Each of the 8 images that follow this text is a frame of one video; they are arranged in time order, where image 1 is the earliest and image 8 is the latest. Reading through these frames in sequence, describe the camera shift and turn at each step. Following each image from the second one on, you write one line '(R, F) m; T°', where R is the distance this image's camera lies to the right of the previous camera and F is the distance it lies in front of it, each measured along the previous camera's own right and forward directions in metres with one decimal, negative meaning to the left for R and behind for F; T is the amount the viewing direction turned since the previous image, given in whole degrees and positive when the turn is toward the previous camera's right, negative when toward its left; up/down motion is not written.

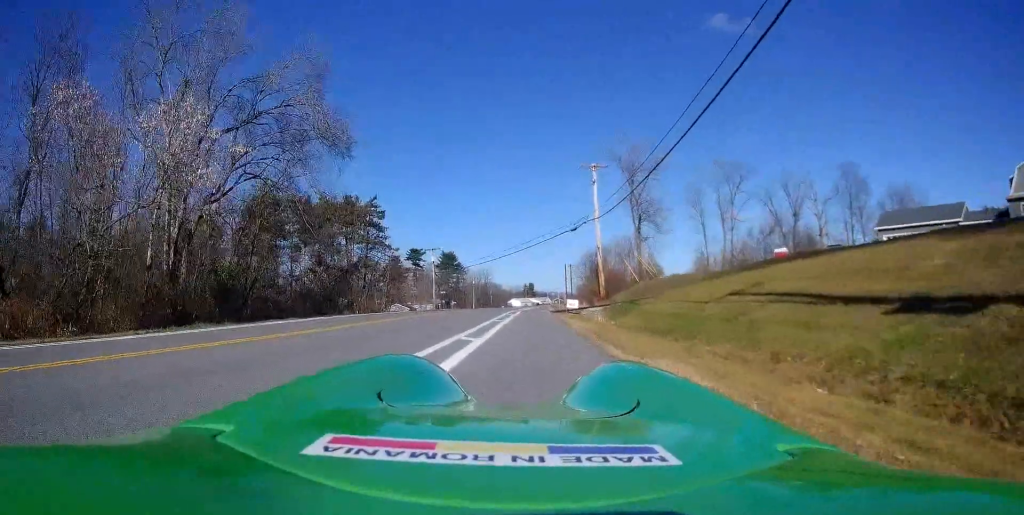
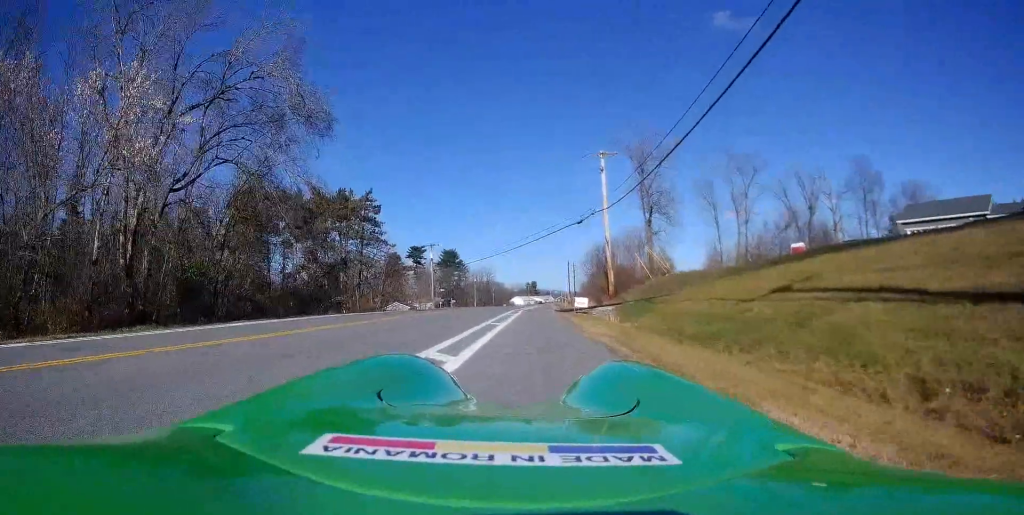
(-0.2, +3.9) m; -3°
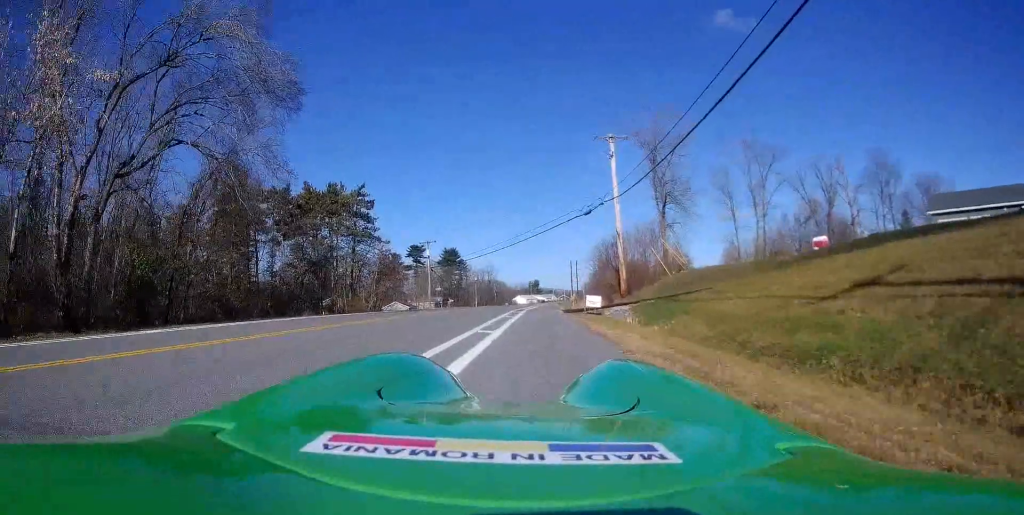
(-0.2, +4.6) m; 0°
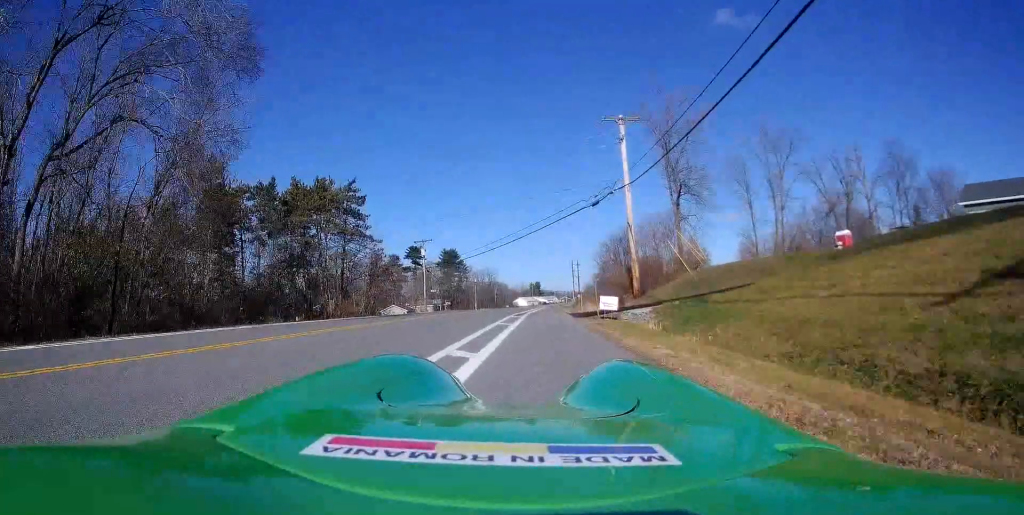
(+0.3, +4.4) m; +3°
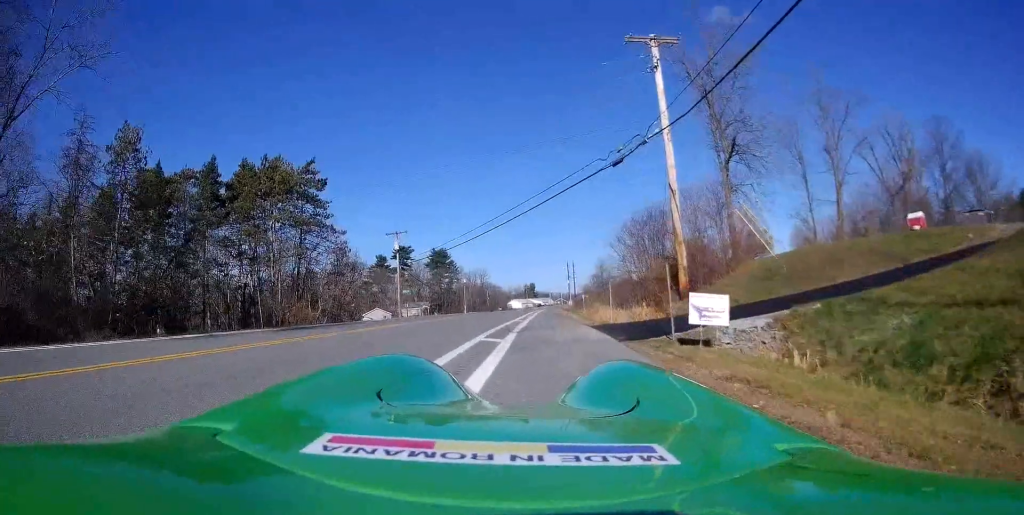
(+1.0, +12.5) m; +9°
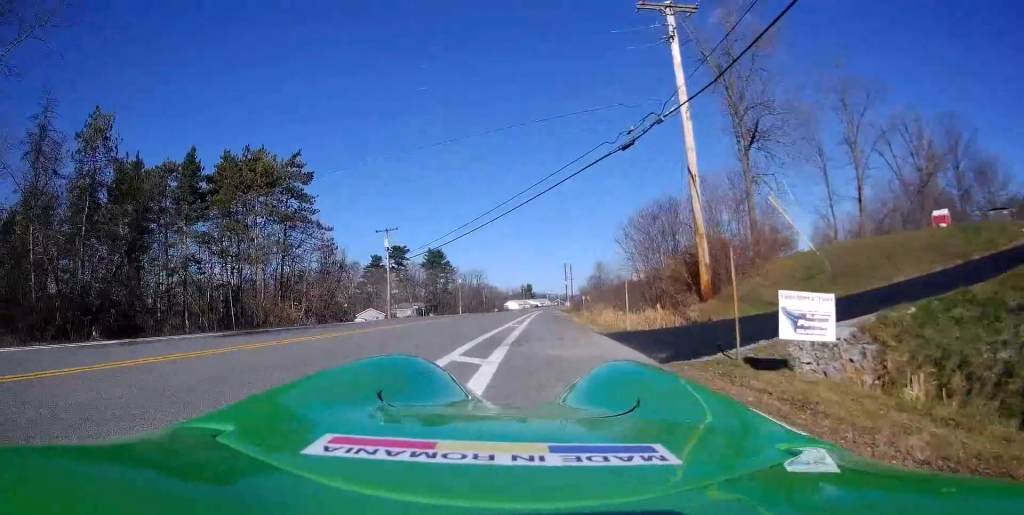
(0.0, +3.3) m; 0°
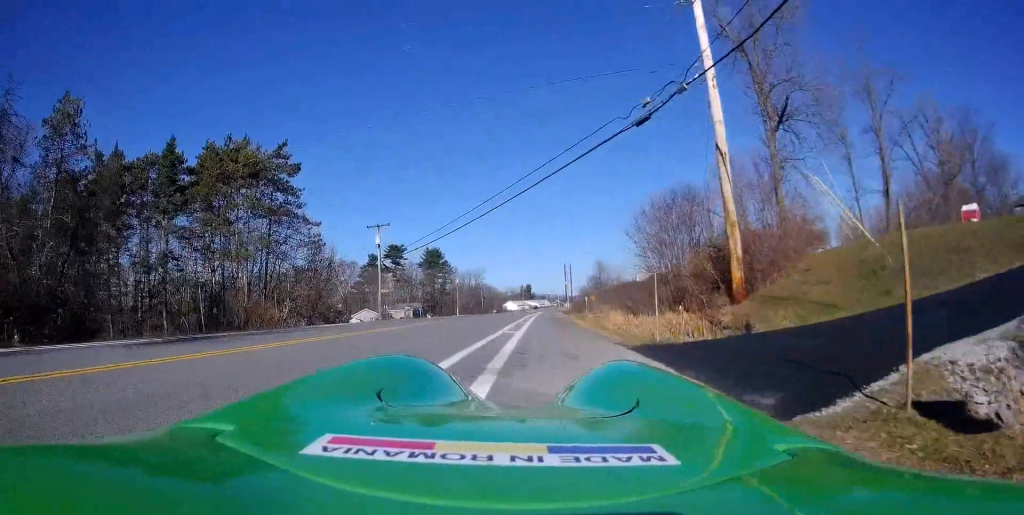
(0.0, +3.5) m; 0°
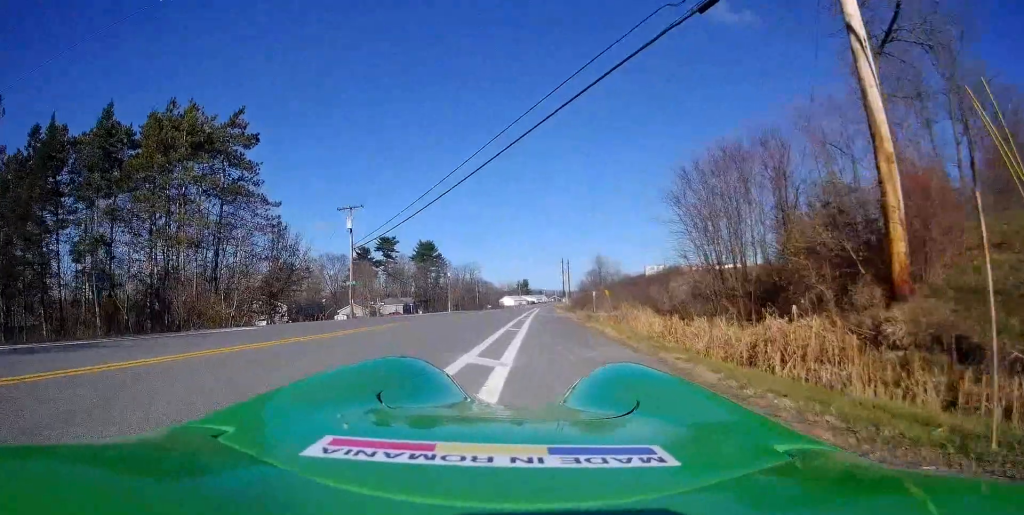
(0.0, +8.7) m; 0°
